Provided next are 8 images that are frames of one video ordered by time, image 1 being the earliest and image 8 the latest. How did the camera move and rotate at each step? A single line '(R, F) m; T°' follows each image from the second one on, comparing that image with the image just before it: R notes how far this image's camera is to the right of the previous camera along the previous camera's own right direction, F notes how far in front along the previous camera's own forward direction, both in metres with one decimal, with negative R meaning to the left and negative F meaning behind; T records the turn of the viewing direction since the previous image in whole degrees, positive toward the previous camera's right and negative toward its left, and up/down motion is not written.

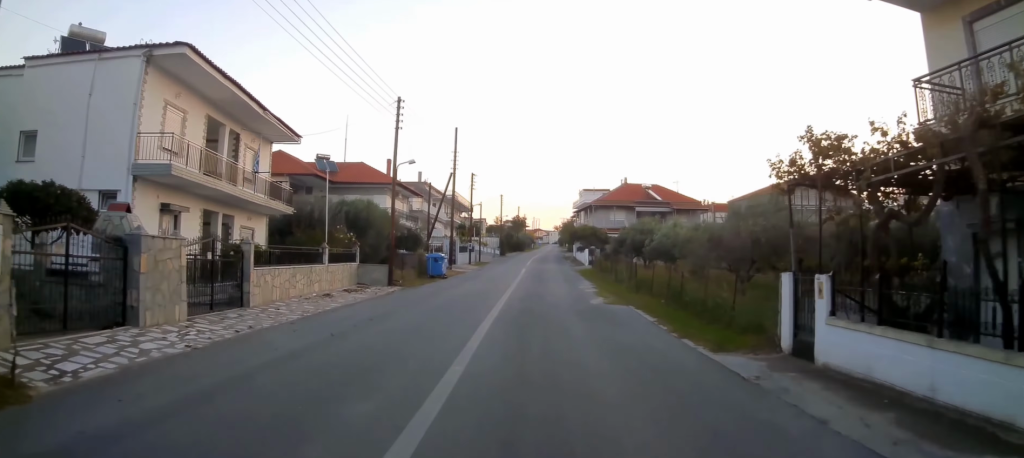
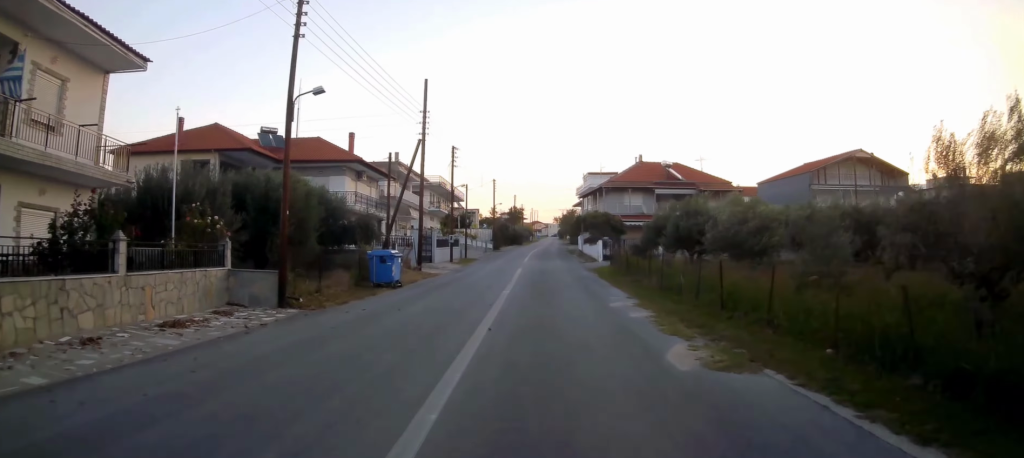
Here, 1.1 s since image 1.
(+0.4, +11.9) m; 0°
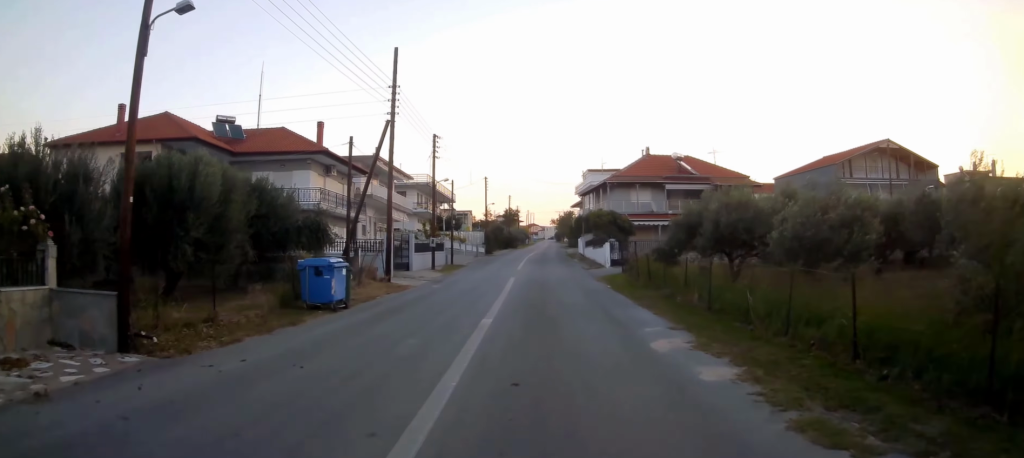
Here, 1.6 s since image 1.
(-0.3, +6.3) m; 0°
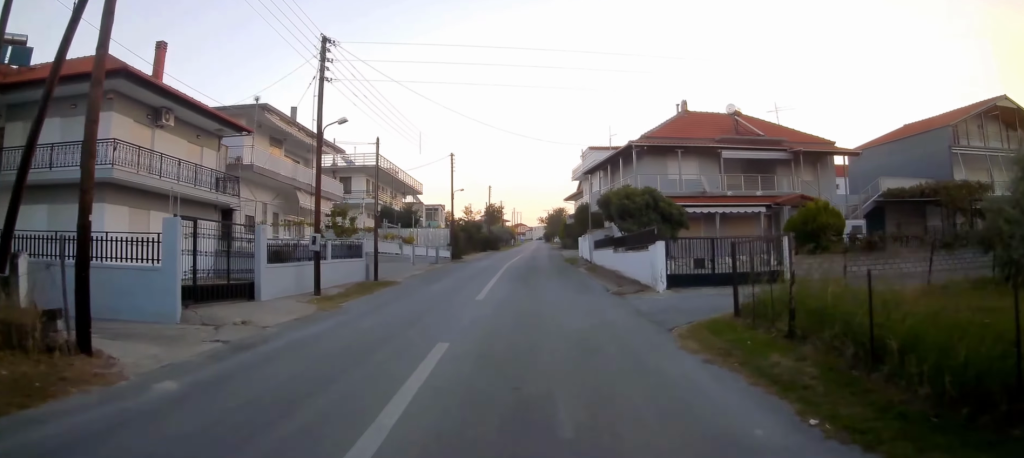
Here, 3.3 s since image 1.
(+0.4, +18.8) m; +2°
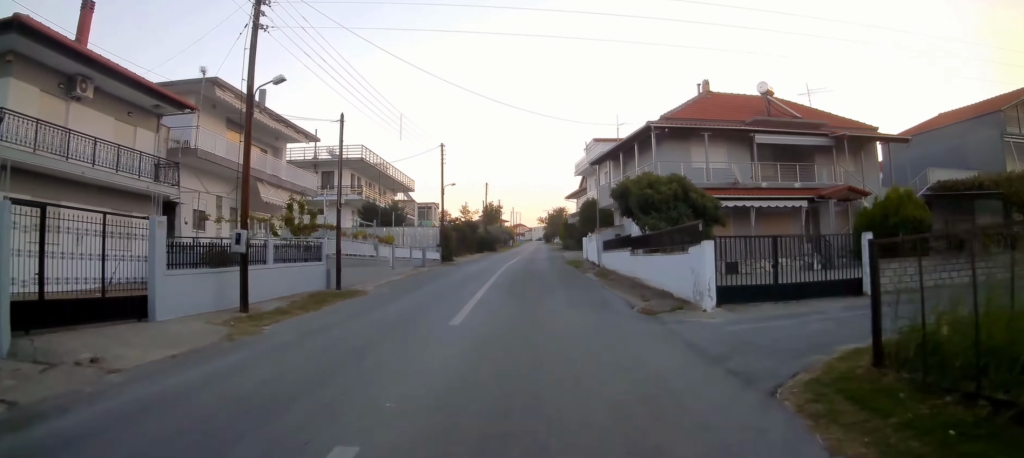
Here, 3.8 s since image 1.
(+0.1, +5.2) m; -1°
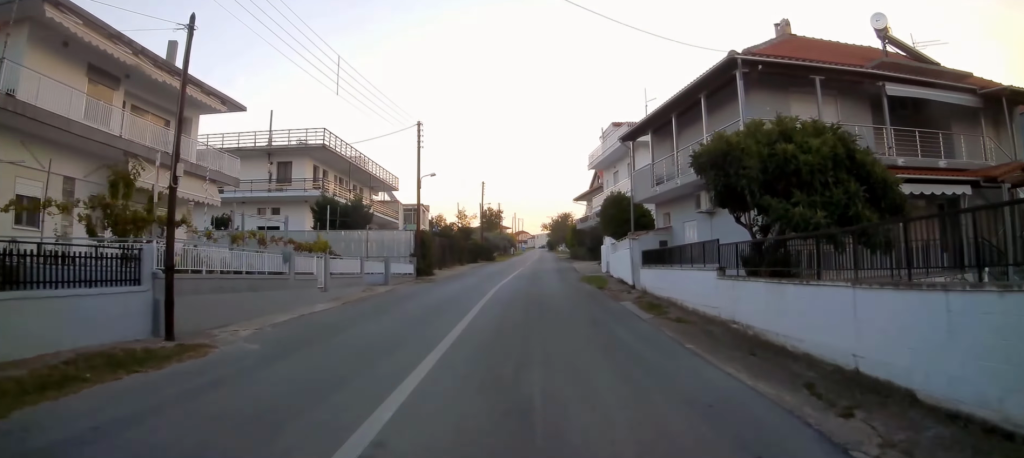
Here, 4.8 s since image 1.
(-0.3, +10.8) m; -2°
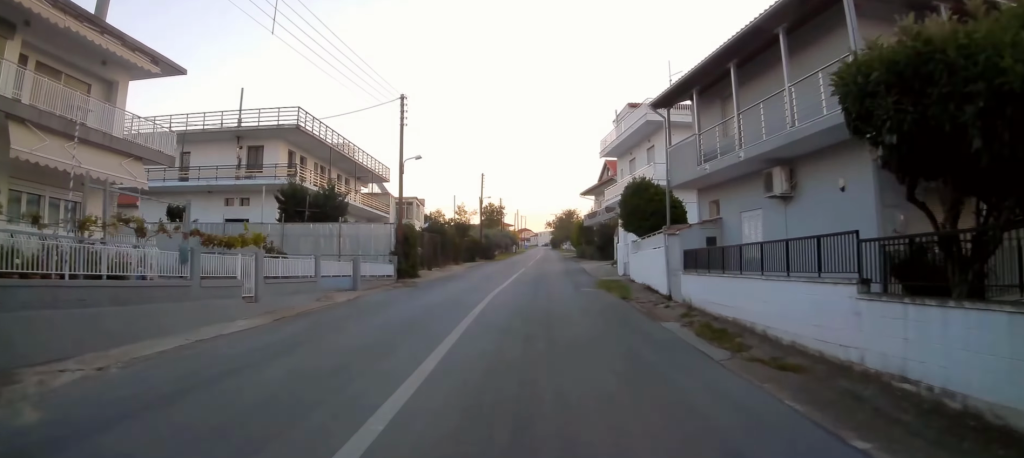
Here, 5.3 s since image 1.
(0.0, +5.6) m; 0°
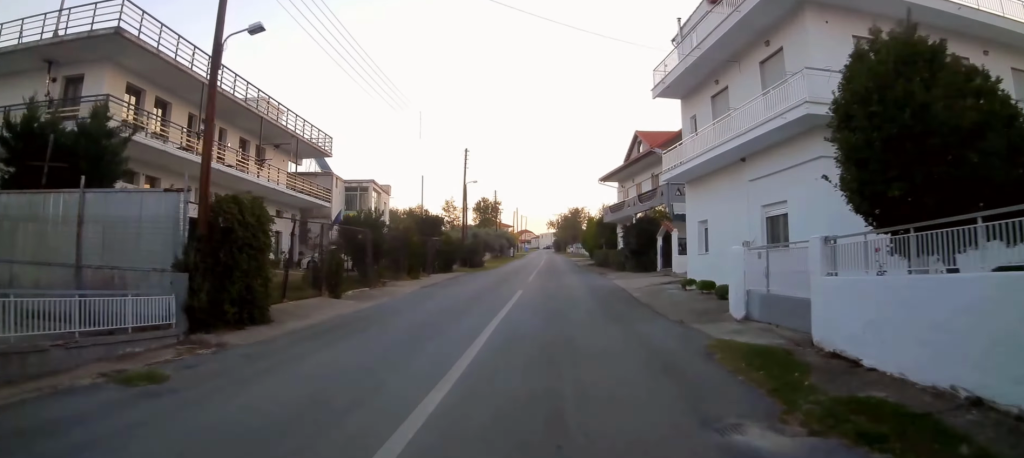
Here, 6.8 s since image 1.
(+0.5, +17.5) m; +1°
